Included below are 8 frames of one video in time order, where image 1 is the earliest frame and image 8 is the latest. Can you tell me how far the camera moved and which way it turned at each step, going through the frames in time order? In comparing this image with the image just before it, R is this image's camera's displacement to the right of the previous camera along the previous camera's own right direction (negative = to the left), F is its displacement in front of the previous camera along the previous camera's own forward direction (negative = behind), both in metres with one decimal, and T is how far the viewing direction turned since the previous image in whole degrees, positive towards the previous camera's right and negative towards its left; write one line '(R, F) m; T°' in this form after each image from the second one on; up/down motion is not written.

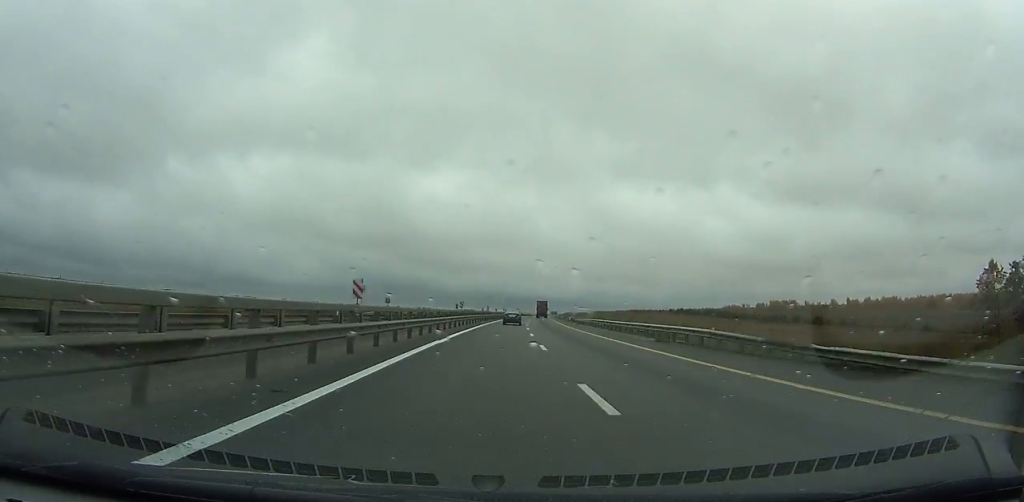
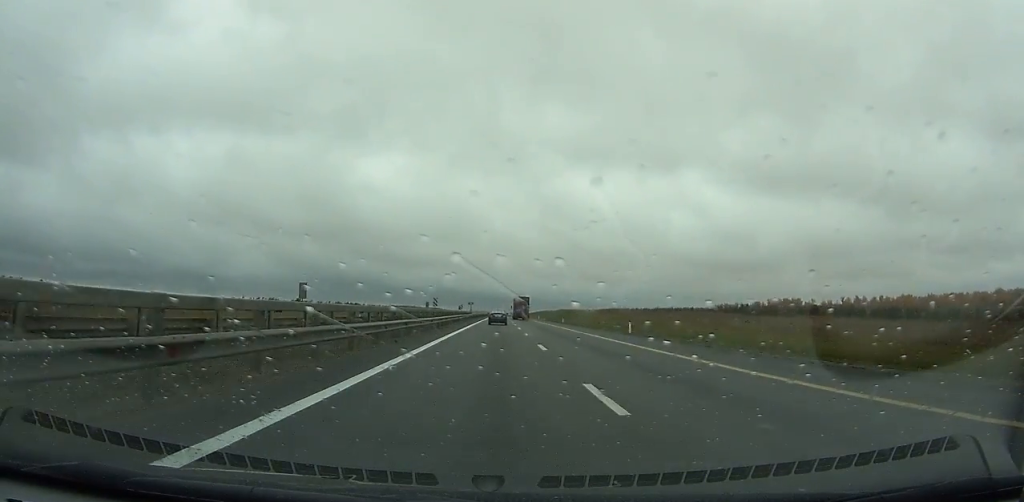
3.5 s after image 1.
(+4.3, +106.9) m; +4°
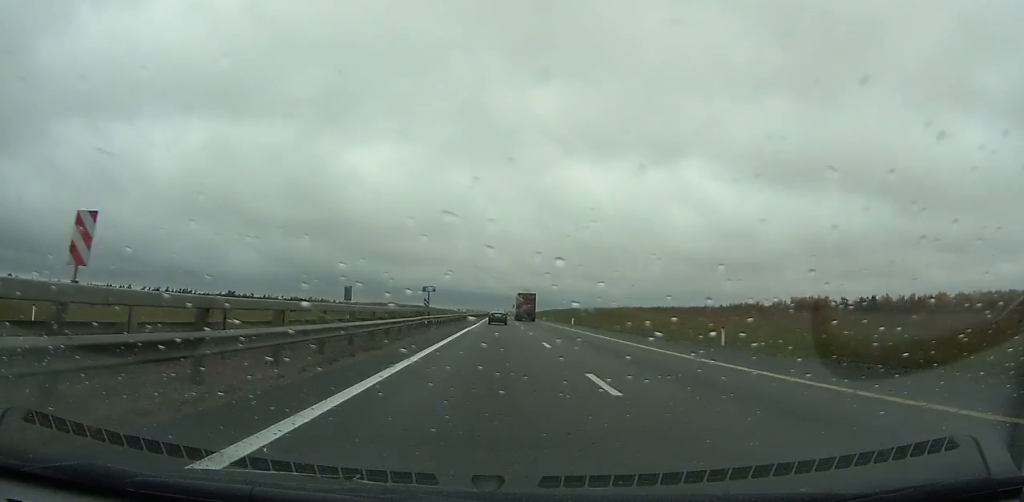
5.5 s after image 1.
(+0.9, +60.2) m; +1°
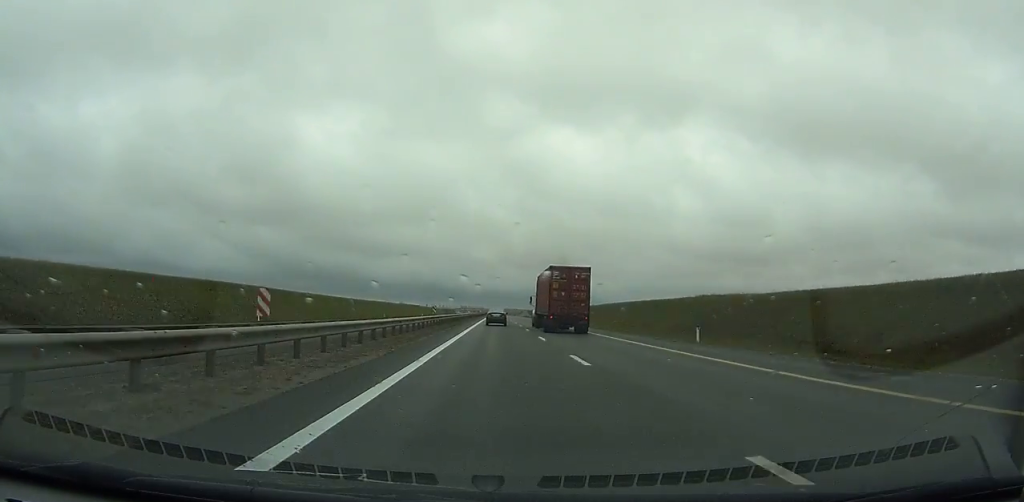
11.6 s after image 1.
(+1.3, +181.1) m; +1°
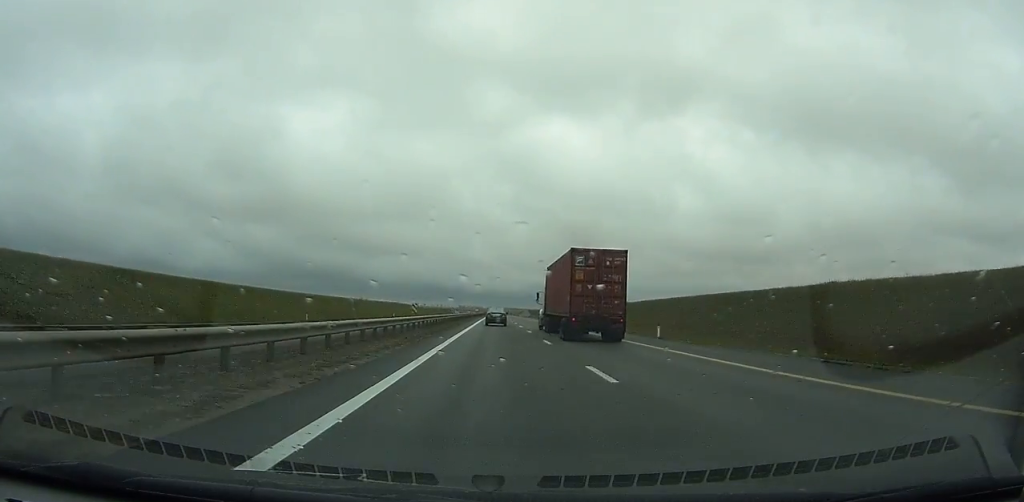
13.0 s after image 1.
(+0.1, +41.4) m; 0°
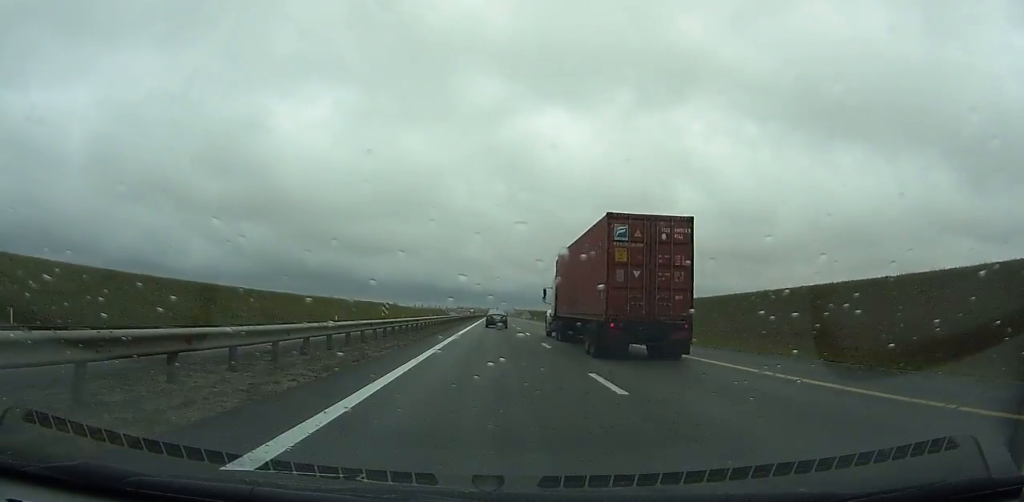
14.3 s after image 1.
(0.0, +38.0) m; 0°
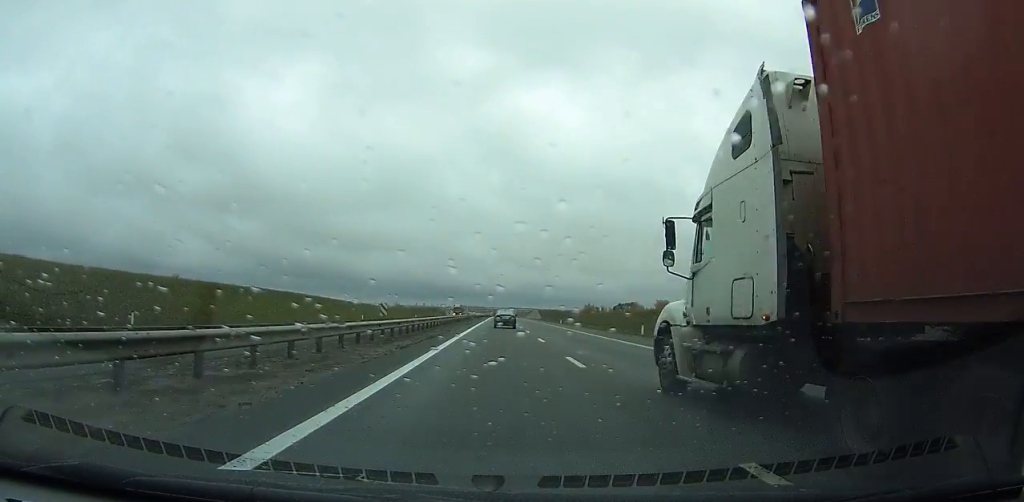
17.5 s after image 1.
(0.0, +92.0) m; 0°
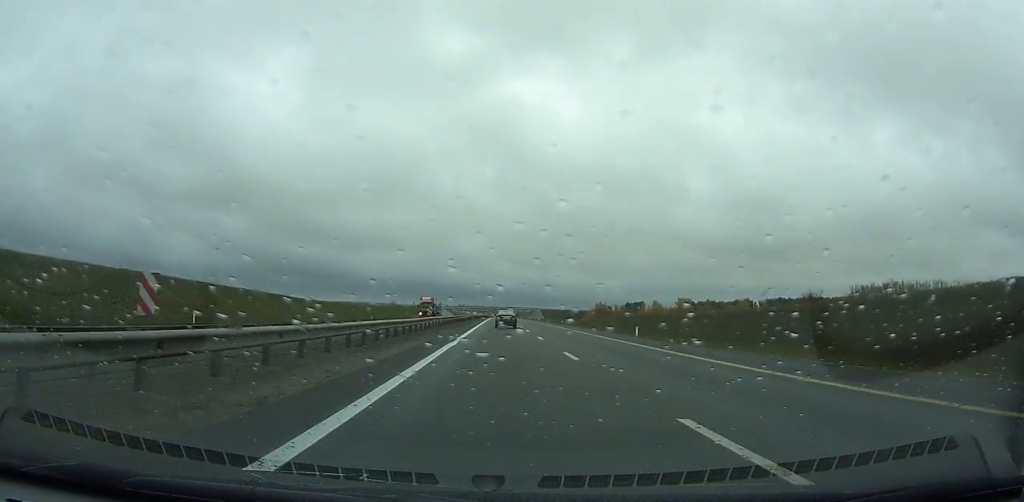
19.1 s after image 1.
(0.0, +44.6) m; 0°
